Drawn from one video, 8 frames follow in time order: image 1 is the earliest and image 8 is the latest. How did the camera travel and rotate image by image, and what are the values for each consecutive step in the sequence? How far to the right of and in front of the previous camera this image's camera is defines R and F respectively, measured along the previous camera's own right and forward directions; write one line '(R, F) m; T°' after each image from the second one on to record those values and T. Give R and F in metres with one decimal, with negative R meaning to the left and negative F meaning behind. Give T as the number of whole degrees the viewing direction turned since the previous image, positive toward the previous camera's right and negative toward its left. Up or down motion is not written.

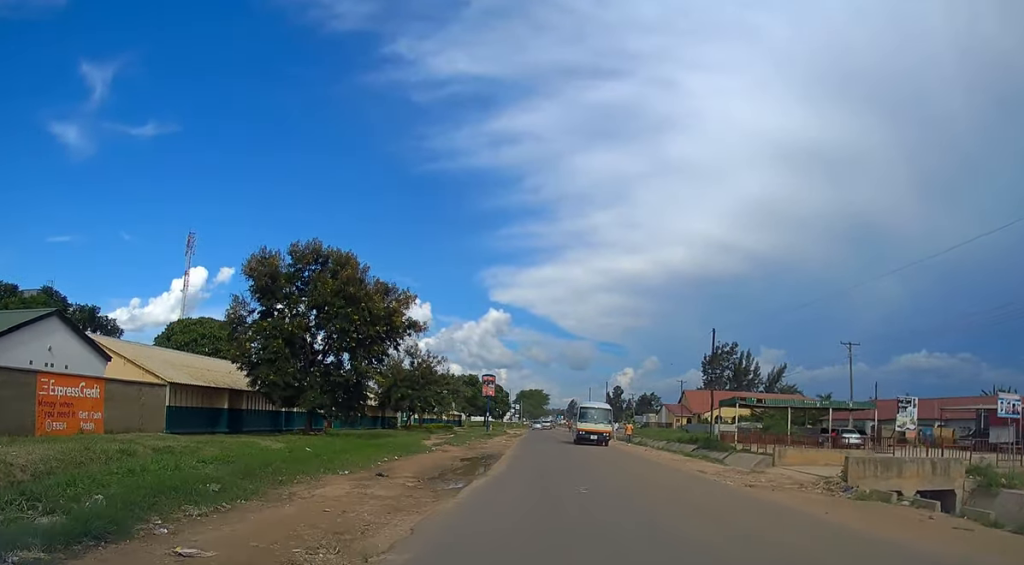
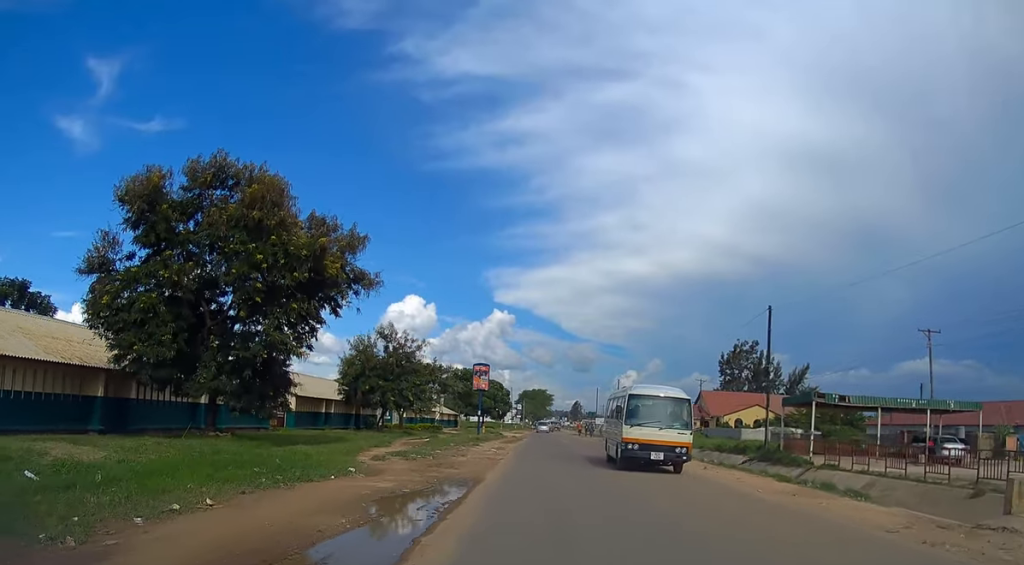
(0.0, +12.8) m; 0°
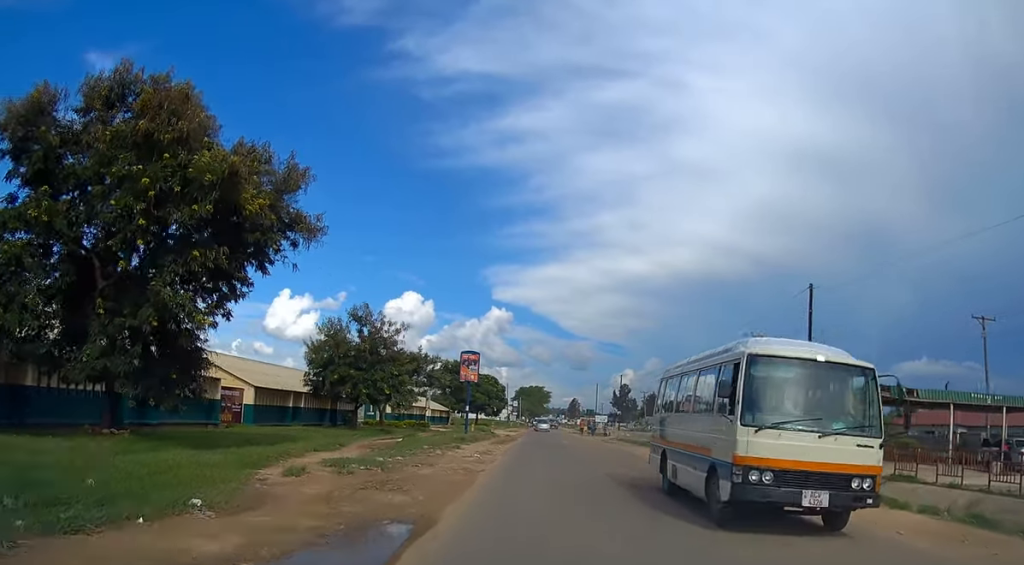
(0.0, +7.0) m; 0°
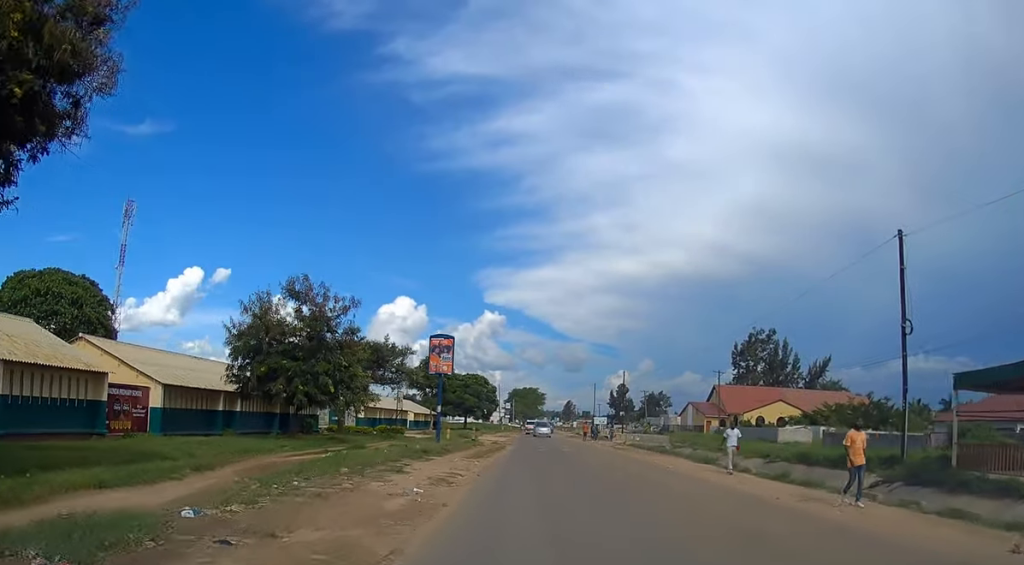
(+0.1, +10.3) m; 0°
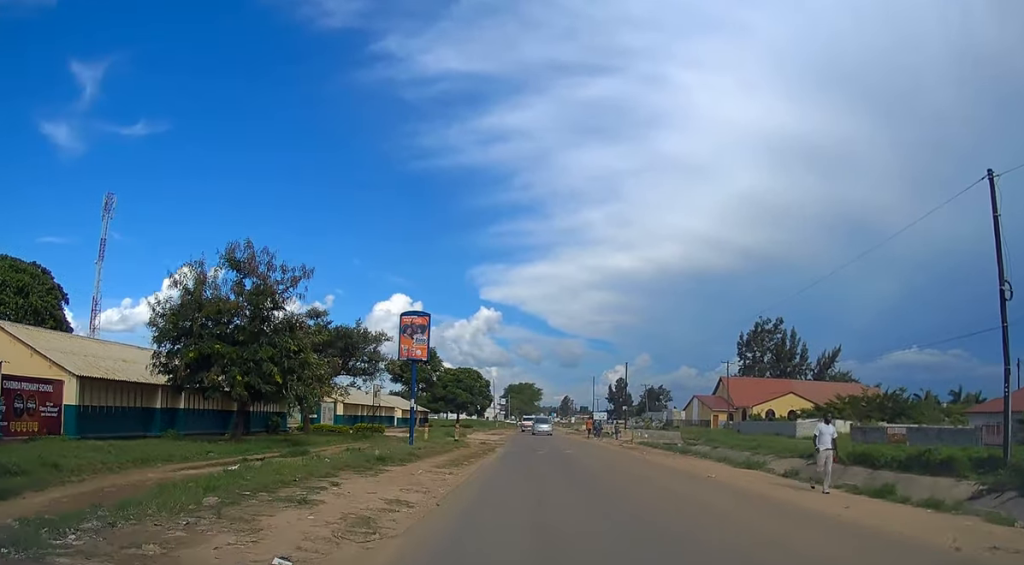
(-0.1, +6.5) m; 0°
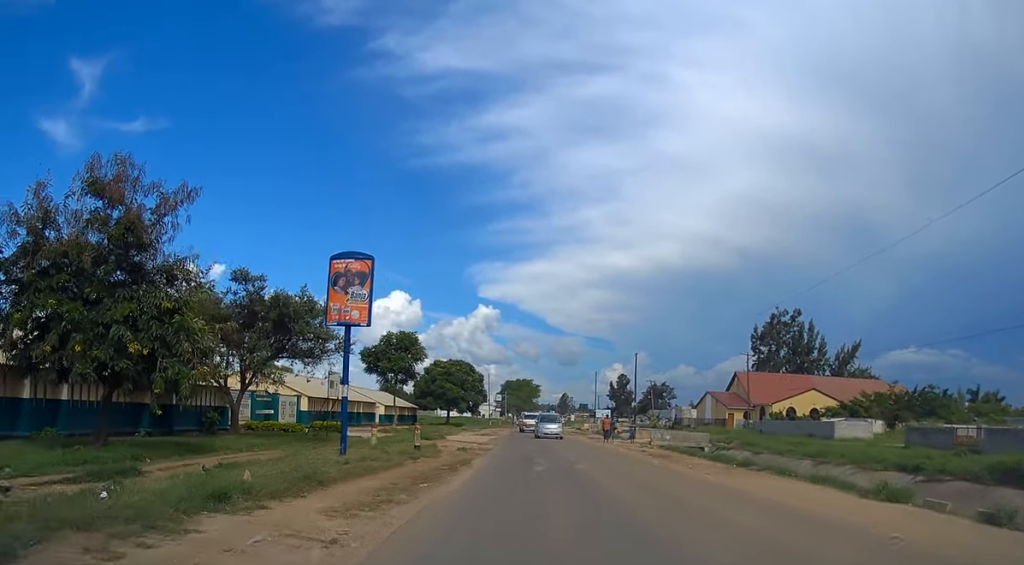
(+0.2, +10.1) m; 0°
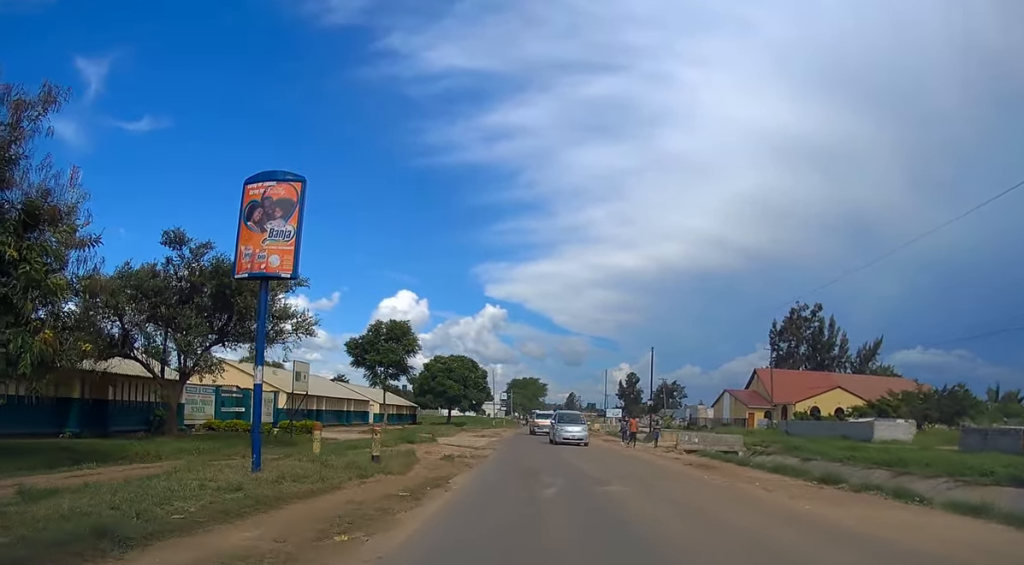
(-0.1, +6.5) m; 0°
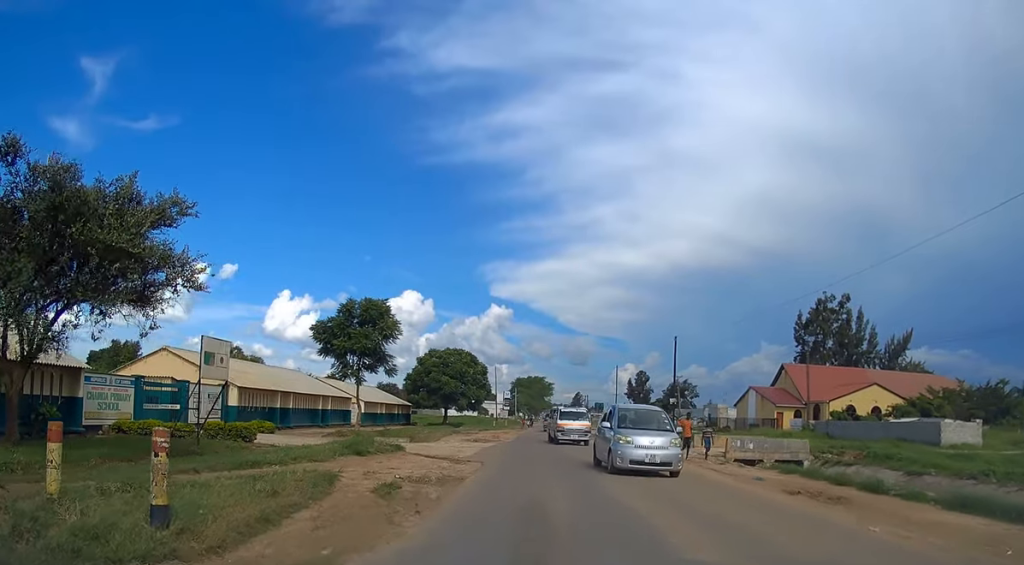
(+0.1, +9.7) m; 0°
